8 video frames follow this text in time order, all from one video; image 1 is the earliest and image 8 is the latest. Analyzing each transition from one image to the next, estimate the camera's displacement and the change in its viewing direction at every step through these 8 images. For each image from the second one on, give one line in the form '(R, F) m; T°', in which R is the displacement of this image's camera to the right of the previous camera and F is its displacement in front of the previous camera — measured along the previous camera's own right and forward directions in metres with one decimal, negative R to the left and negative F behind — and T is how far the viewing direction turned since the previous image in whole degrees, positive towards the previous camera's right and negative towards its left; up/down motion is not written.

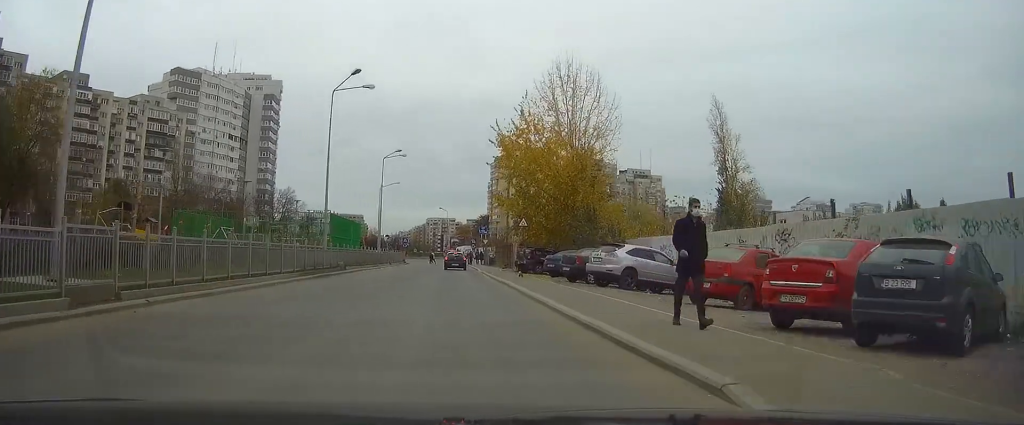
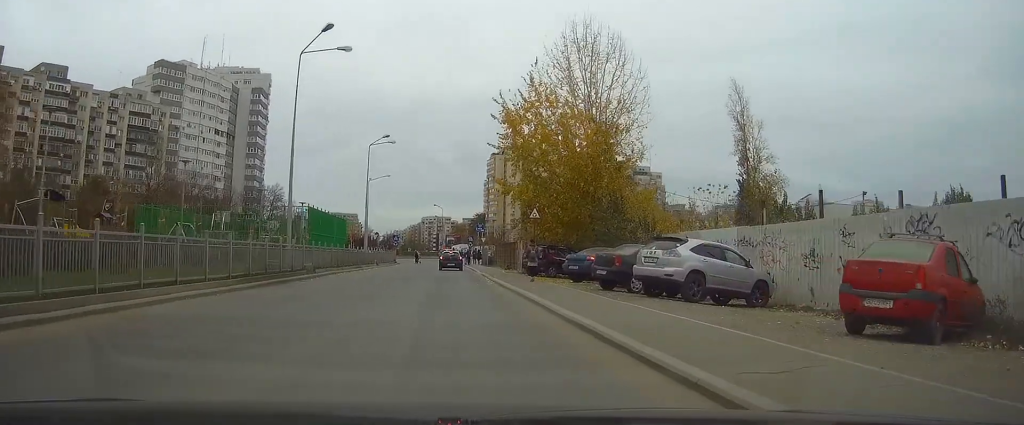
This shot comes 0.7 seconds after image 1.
(+0.1, +7.8) m; 0°
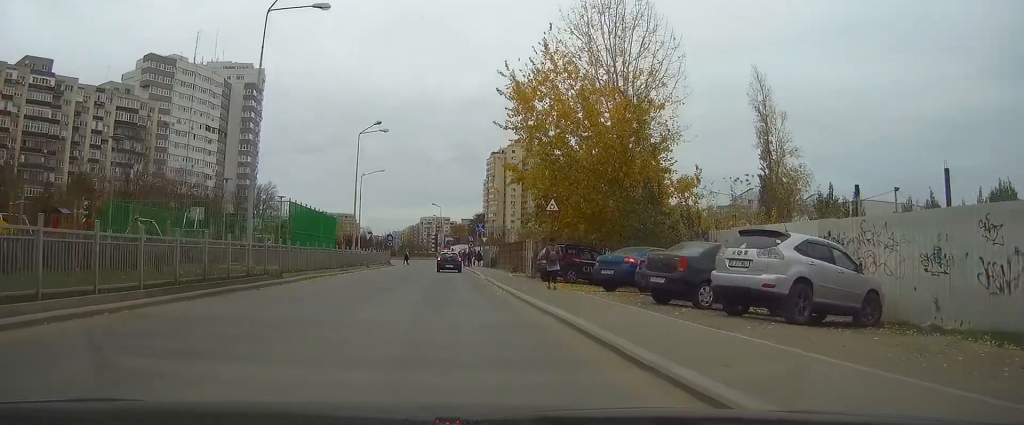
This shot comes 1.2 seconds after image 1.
(-0.1, +6.2) m; 0°
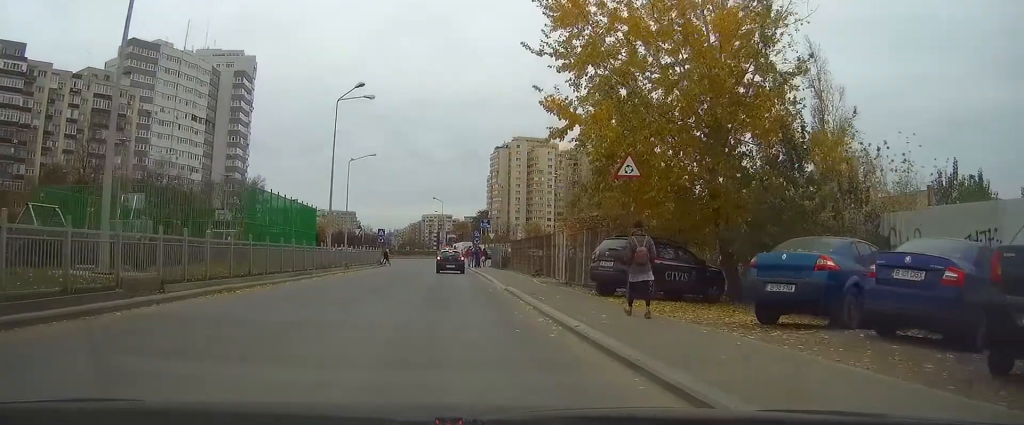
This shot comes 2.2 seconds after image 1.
(0.0, +11.8) m; 0°
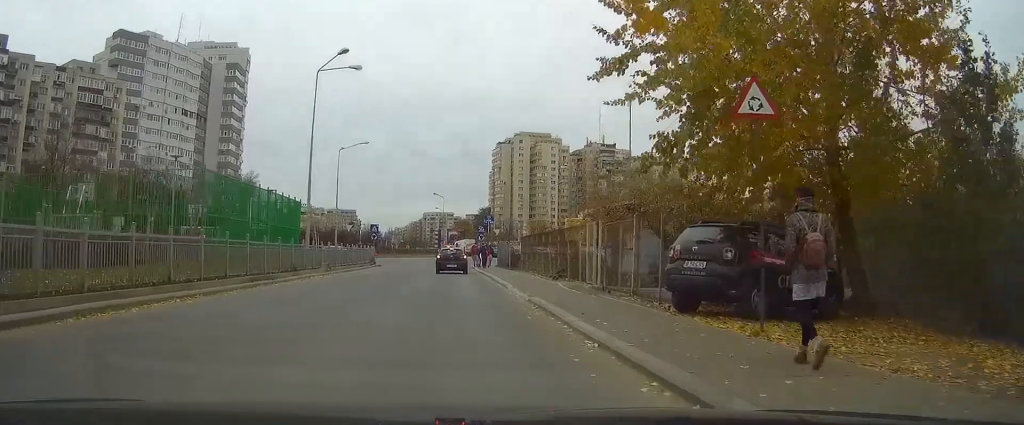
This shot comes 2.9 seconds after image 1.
(-0.1, +6.9) m; 0°
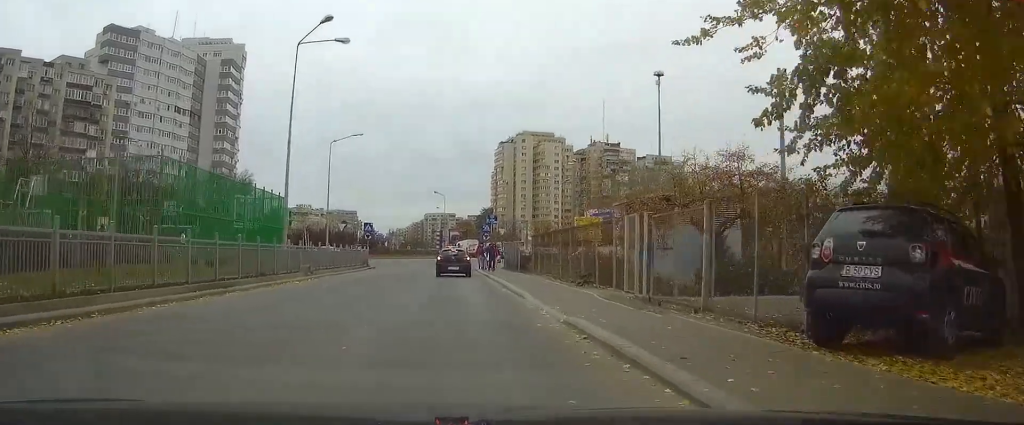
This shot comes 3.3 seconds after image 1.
(-0.1, +5.0) m; 0°
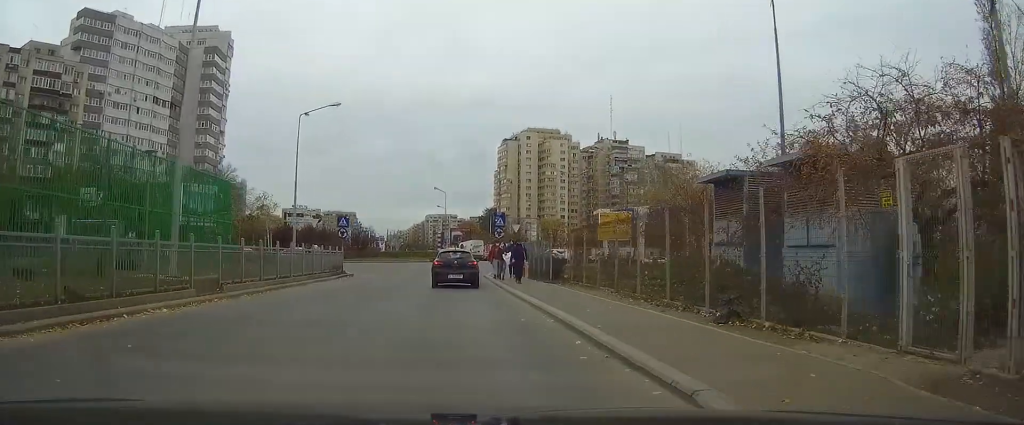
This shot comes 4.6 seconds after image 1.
(+0.1, +12.6) m; +1°
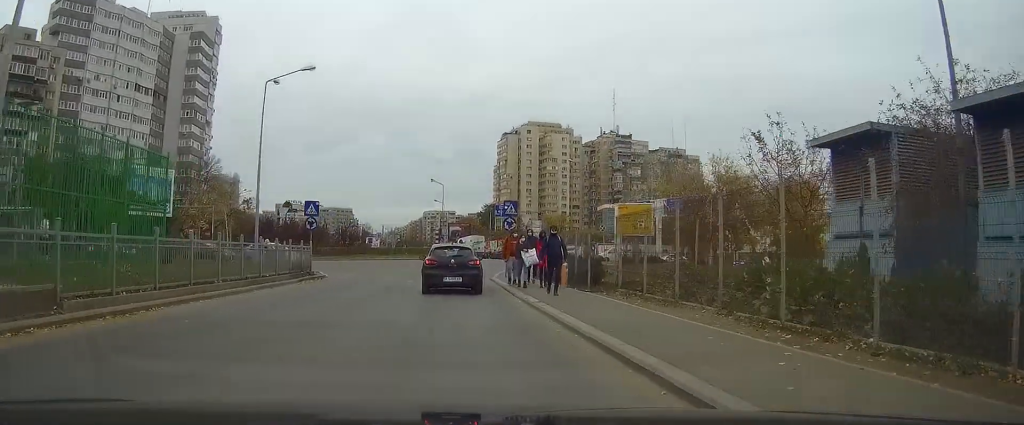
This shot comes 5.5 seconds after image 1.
(+0.1, +8.4) m; 0°
